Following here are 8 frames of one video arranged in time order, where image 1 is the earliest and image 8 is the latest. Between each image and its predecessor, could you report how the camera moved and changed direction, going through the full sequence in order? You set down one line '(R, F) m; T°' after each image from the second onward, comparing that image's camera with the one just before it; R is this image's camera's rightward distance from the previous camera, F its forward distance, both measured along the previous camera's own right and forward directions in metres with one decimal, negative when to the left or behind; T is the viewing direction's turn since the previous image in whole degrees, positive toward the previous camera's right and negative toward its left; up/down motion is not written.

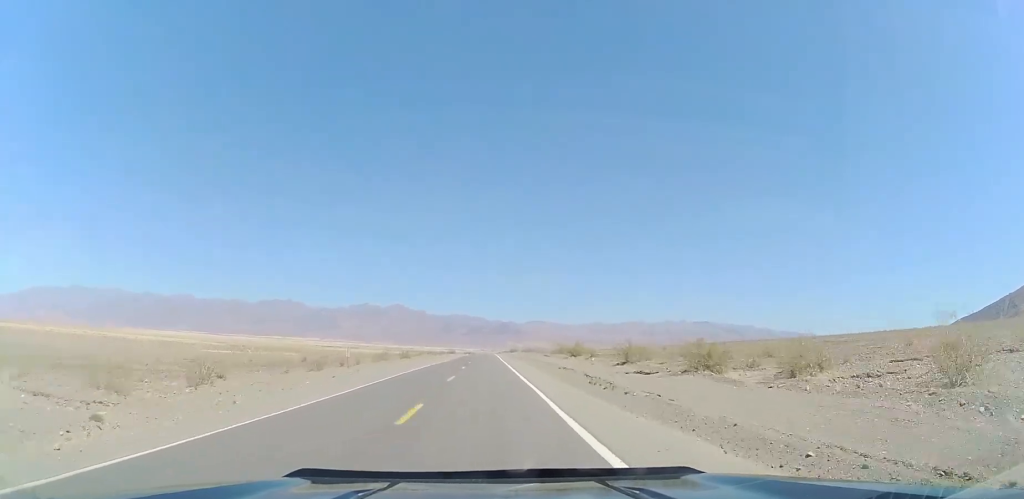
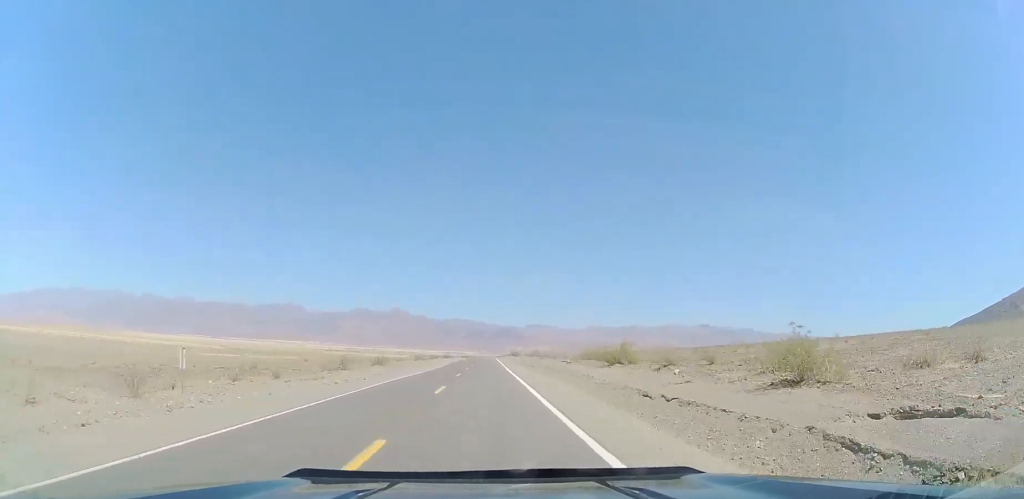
(0.0, +20.5) m; 0°
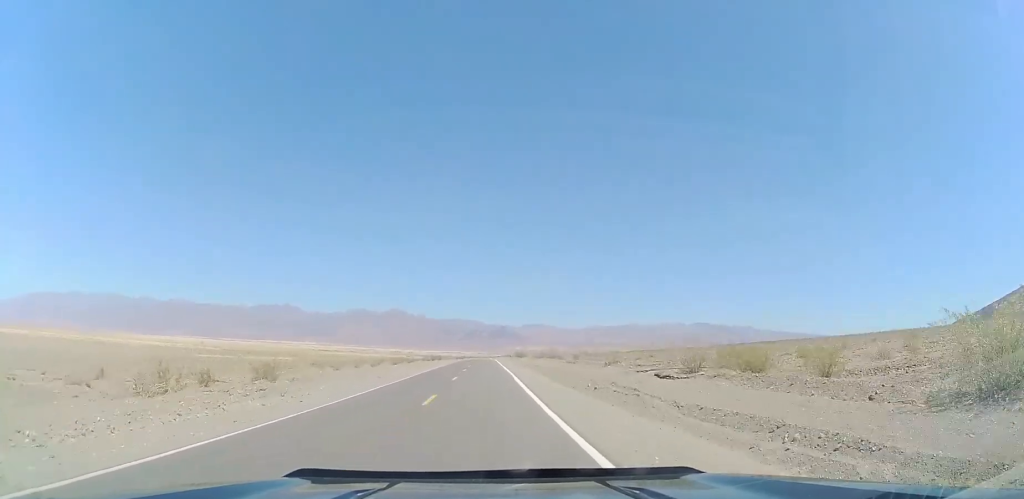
(+0.2, +32.3) m; 0°
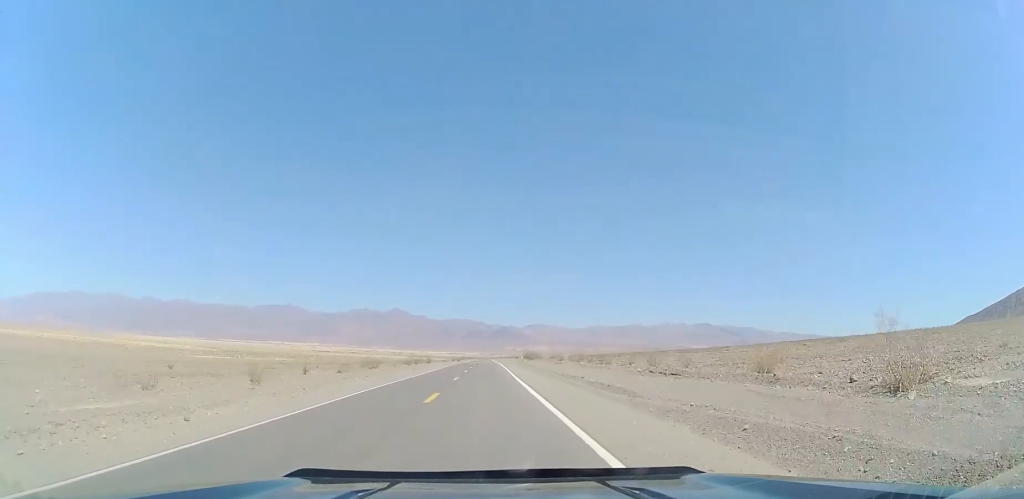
(-0.3, +29.2) m; -1°
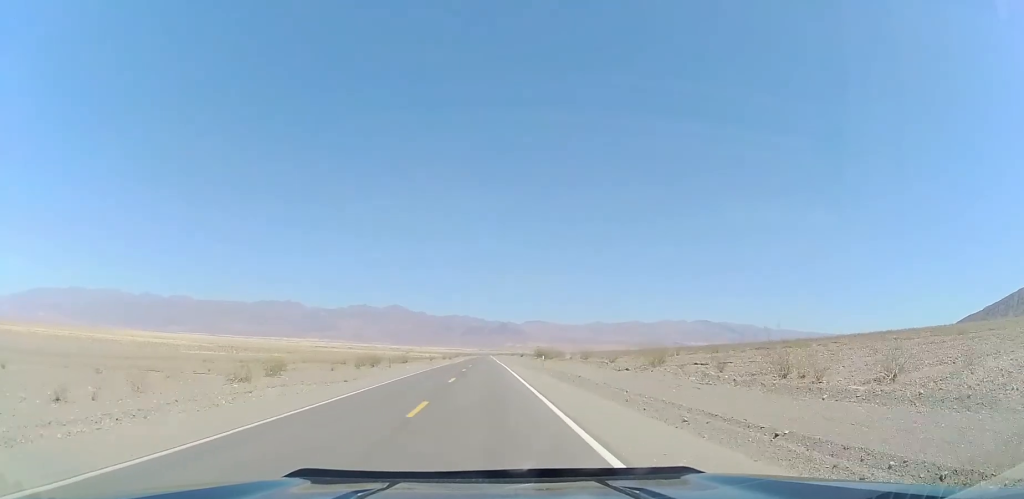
(0.0, +33.4) m; 0°
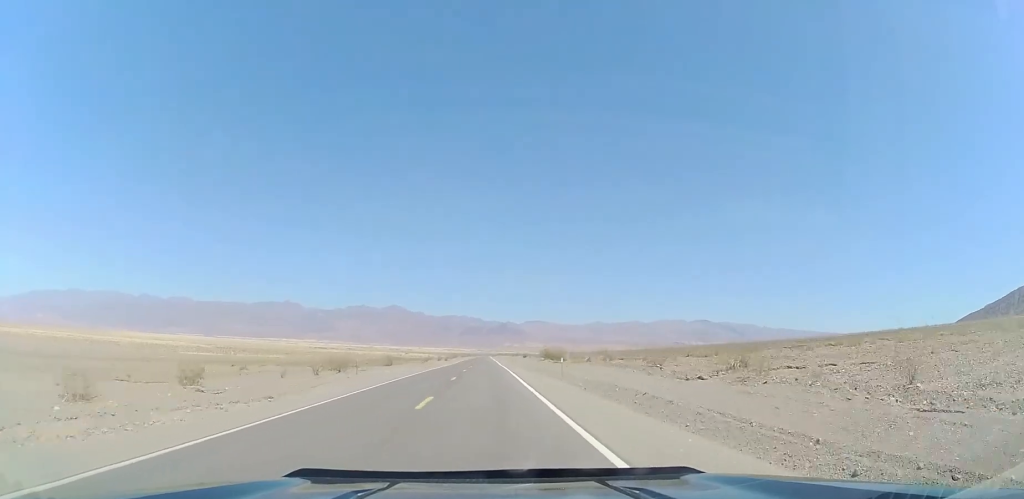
(0.0, +13.0) m; 0°
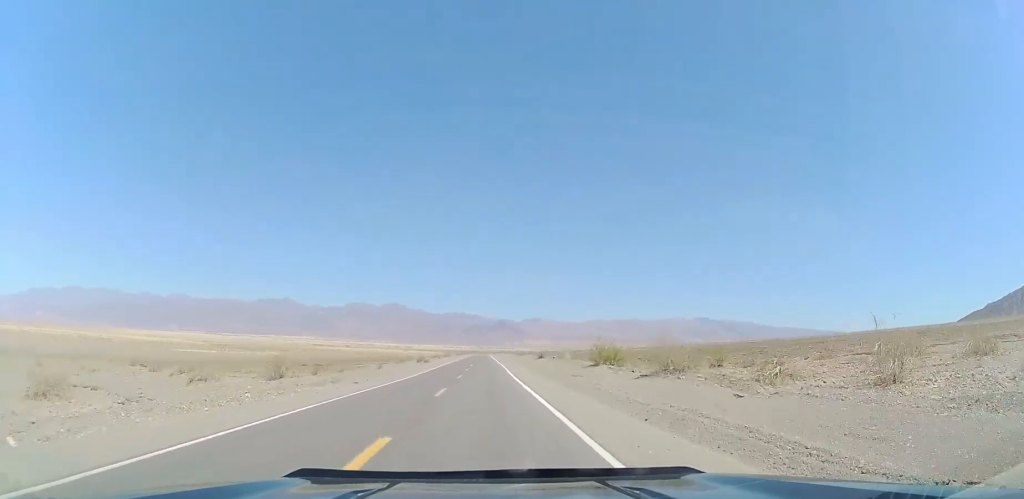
(0.0, +38.9) m; +1°
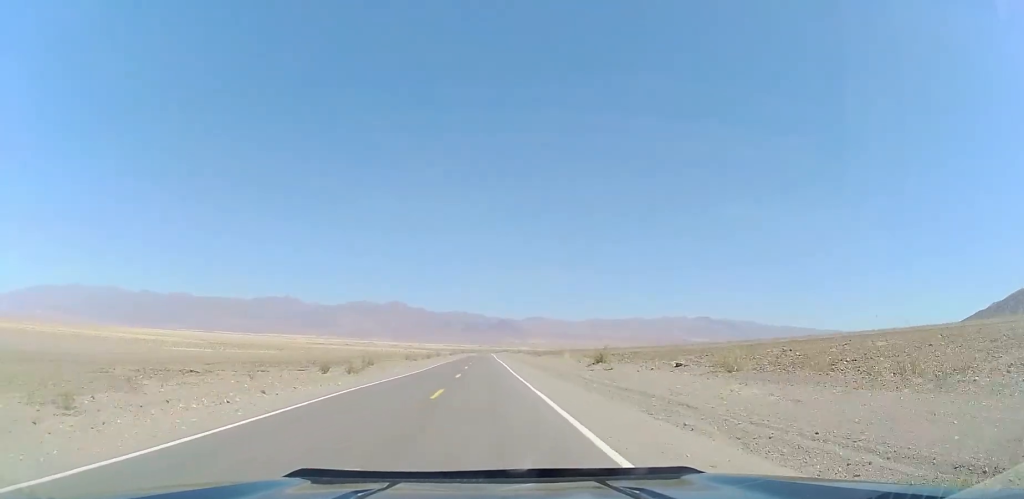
(+0.7, +47.0) m; 0°
